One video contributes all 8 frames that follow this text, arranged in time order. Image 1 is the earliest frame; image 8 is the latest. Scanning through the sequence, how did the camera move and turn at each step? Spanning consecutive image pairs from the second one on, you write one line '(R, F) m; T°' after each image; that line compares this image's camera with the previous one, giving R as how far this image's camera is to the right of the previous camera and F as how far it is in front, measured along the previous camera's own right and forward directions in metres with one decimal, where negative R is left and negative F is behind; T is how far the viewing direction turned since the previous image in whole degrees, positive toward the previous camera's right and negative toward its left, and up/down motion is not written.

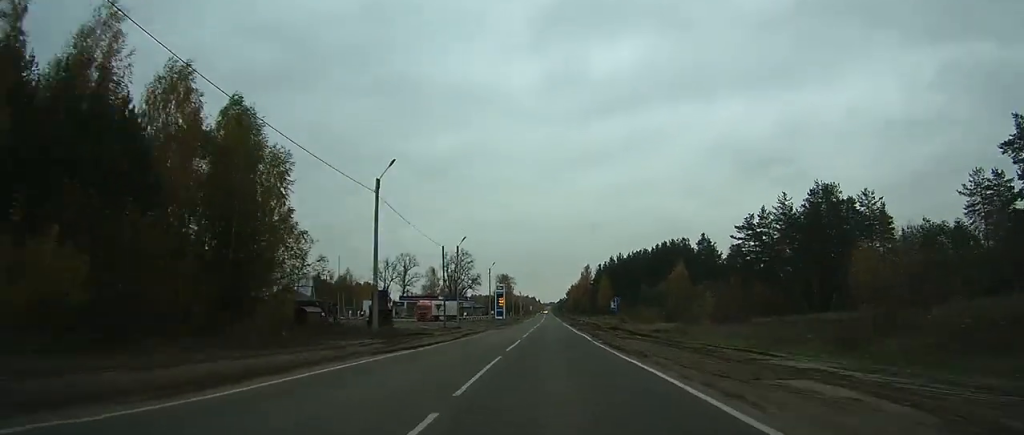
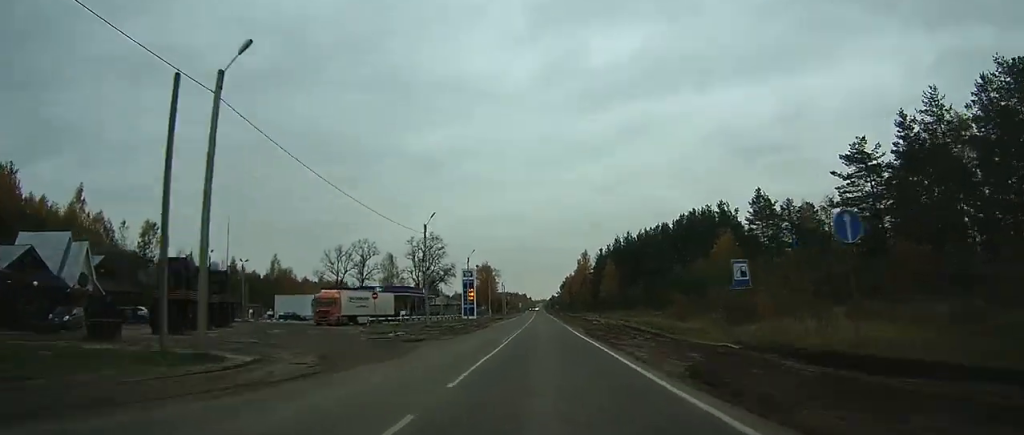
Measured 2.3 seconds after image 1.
(-0.1, +46.8) m; 0°
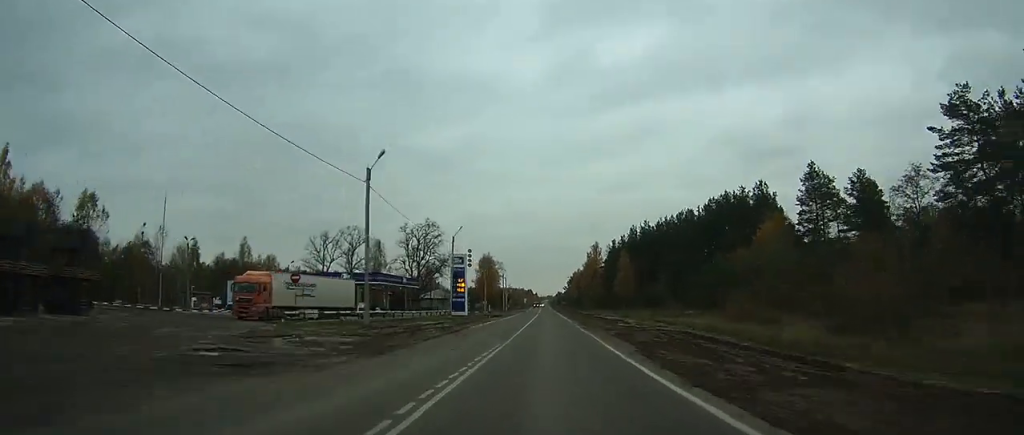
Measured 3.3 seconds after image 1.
(0.0, +18.2) m; 0°
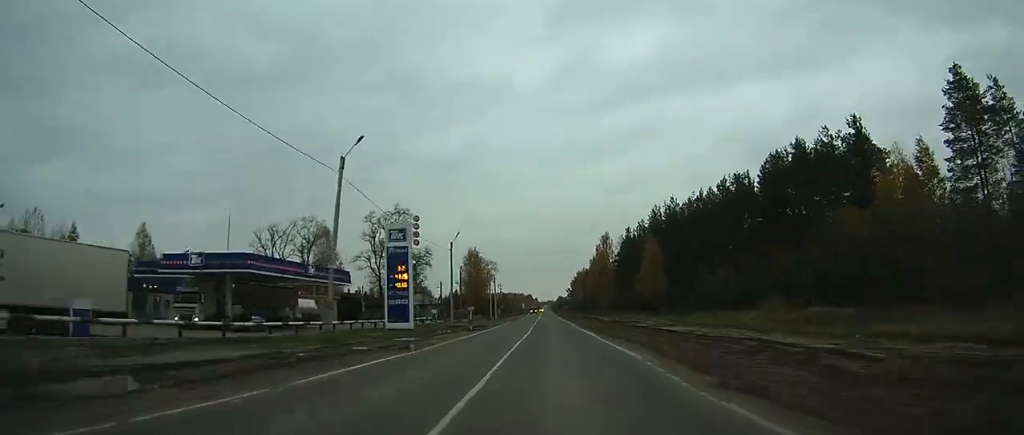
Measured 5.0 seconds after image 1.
(-0.1, +33.3) m; 0°
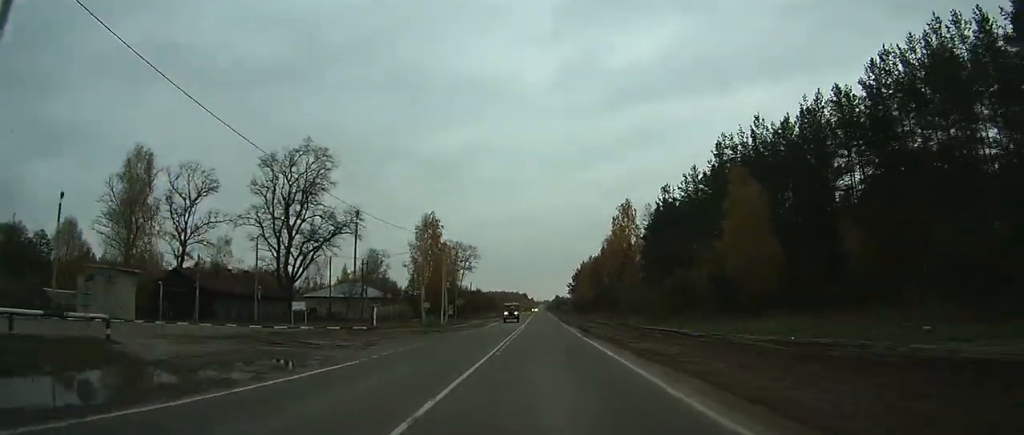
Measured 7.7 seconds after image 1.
(+0.1, +52.1) m; 0°
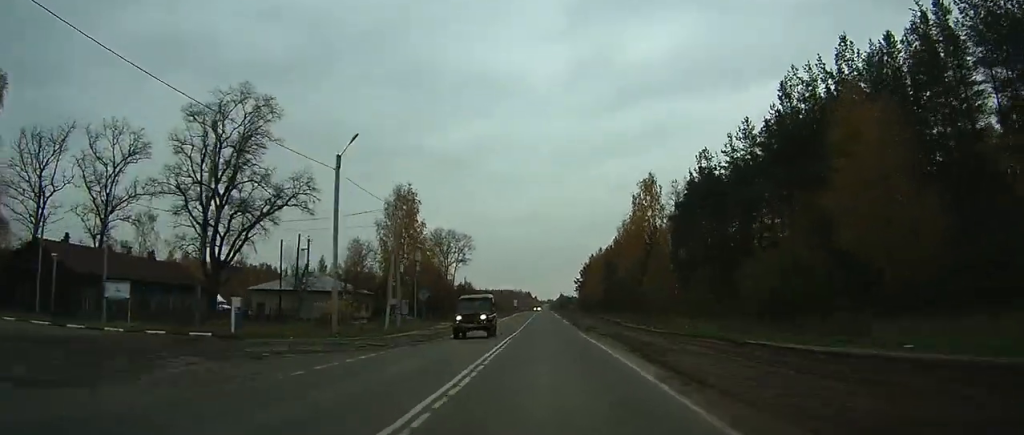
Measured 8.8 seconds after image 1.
(0.0, +23.2) m; 0°
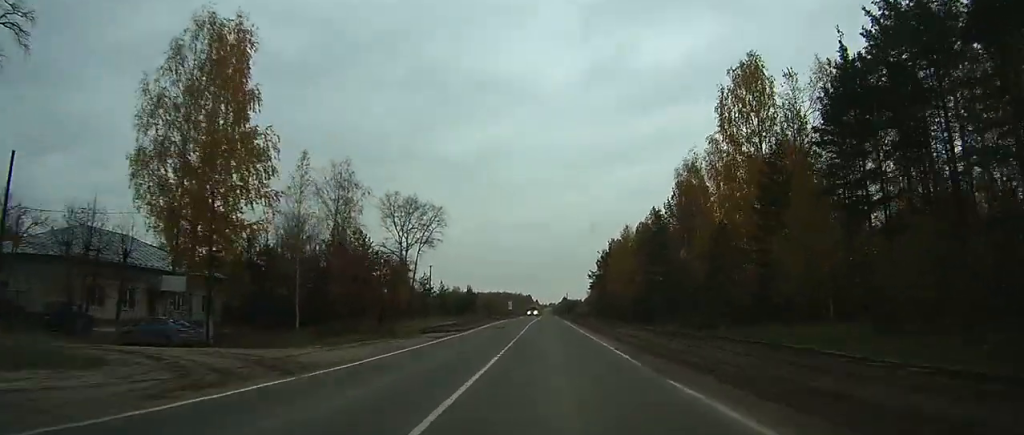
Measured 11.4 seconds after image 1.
(-0.2, +52.2) m; 0°
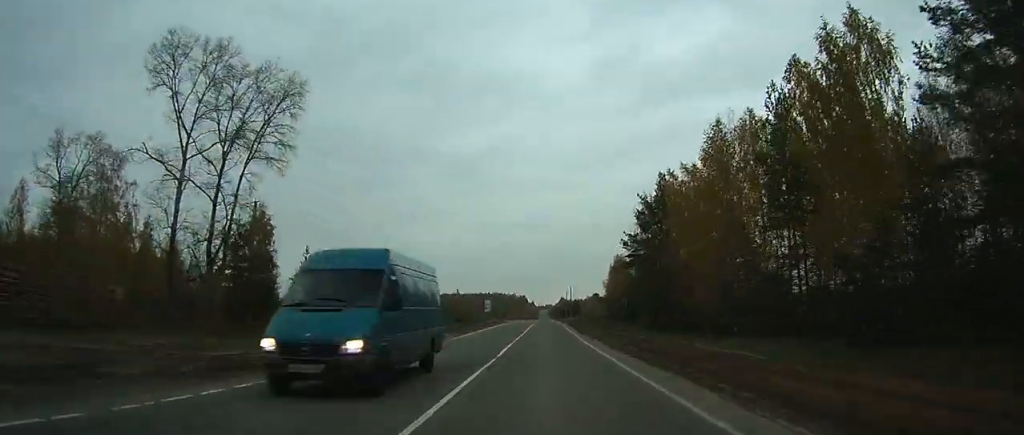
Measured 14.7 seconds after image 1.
(0.0, +63.6) m; 0°
